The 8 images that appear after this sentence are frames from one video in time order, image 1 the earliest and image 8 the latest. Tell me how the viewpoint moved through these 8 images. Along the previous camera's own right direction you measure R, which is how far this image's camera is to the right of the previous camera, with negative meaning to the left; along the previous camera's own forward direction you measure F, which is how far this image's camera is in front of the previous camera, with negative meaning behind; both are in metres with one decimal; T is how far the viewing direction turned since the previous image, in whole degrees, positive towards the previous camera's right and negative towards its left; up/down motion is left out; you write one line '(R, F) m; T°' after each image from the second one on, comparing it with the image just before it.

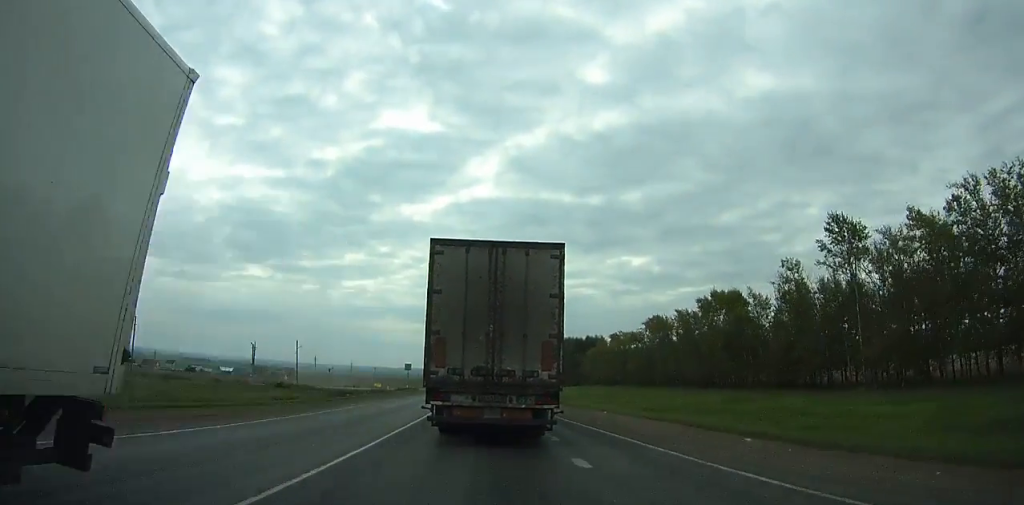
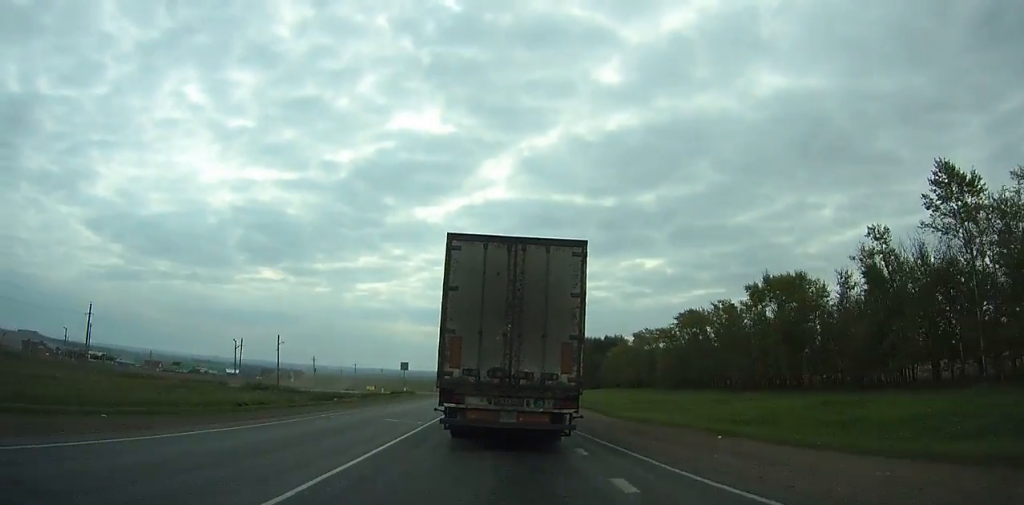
(0.0, +13.9) m; 0°
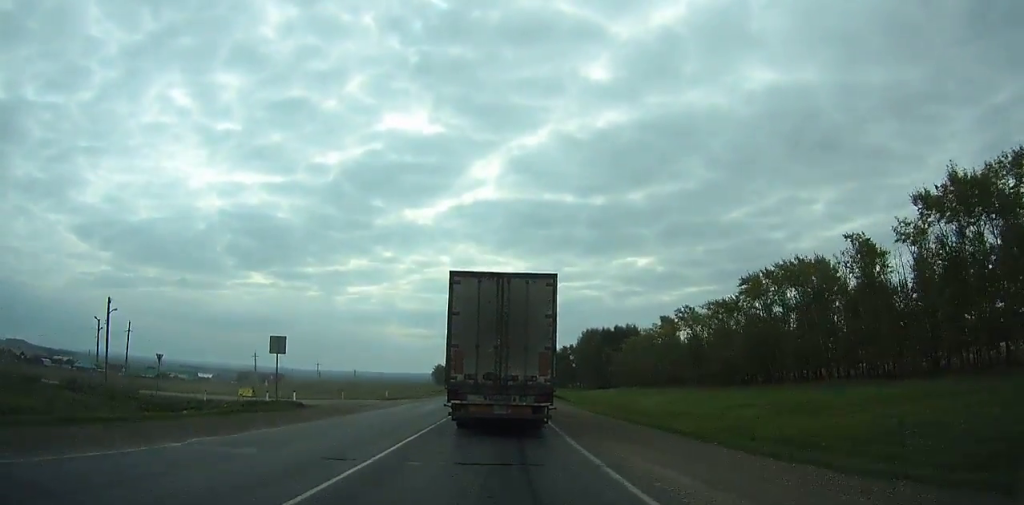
(+0.3, +38.8) m; +1°
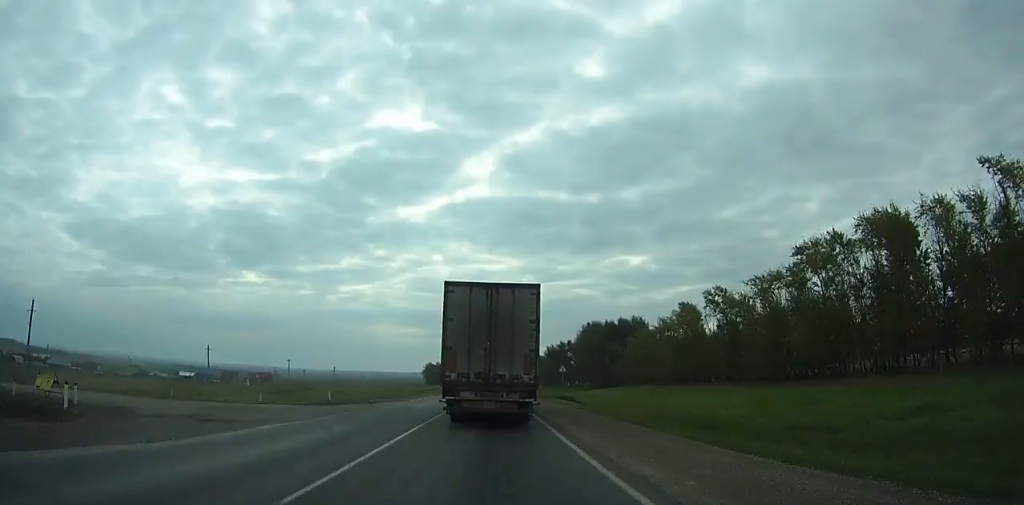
(0.0, +18.6) m; 0°
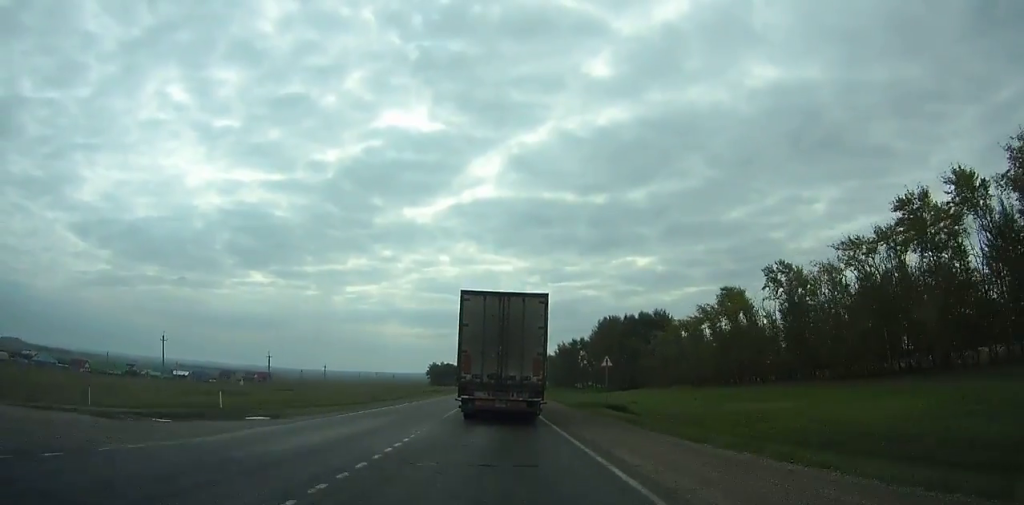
(+0.1, +18.2) m; 0°
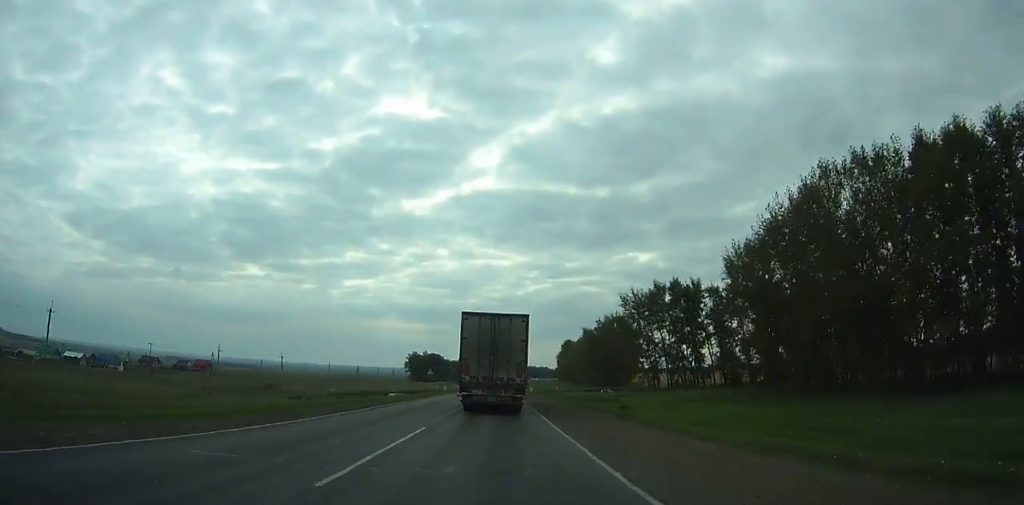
(-0.3, +119.1) m; 0°
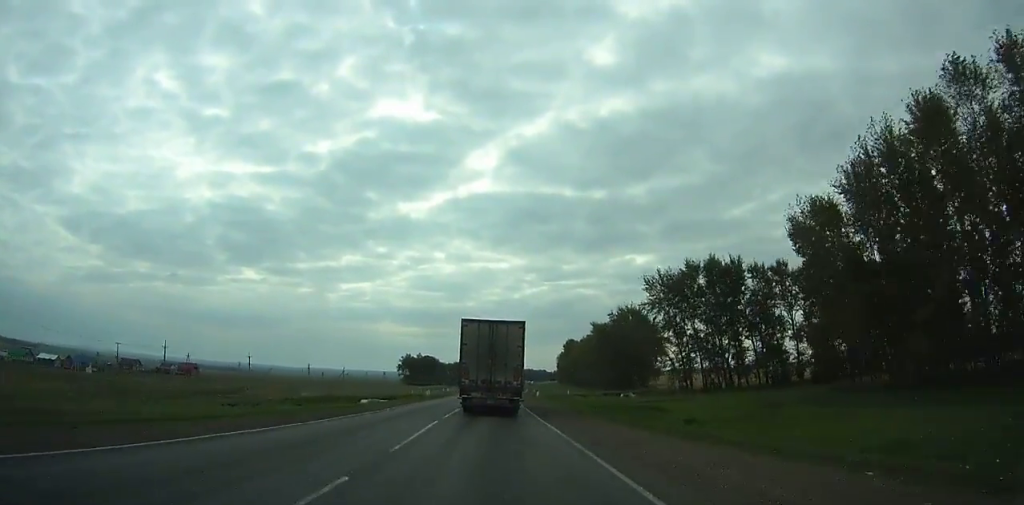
(0.0, +20.0) m; 0°
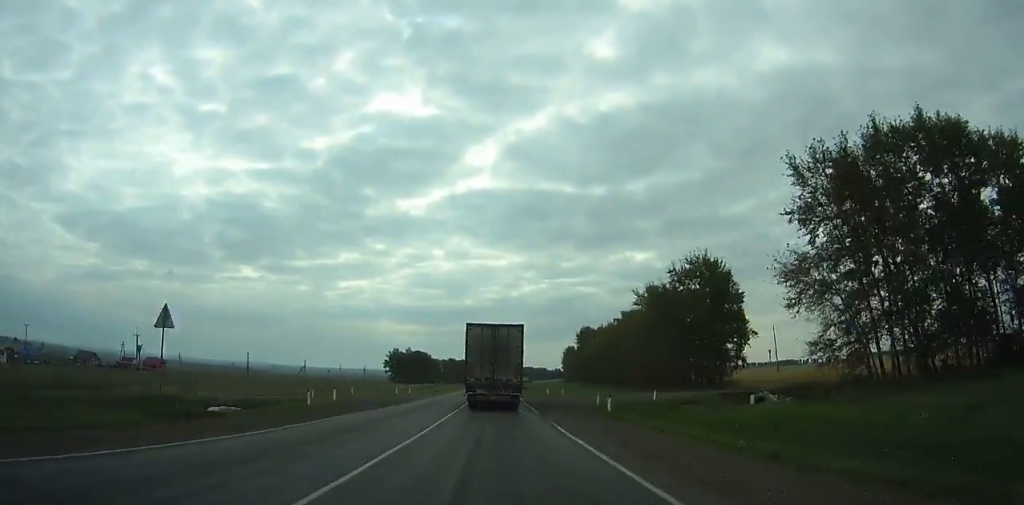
(0.0, +46.9) m; 0°
